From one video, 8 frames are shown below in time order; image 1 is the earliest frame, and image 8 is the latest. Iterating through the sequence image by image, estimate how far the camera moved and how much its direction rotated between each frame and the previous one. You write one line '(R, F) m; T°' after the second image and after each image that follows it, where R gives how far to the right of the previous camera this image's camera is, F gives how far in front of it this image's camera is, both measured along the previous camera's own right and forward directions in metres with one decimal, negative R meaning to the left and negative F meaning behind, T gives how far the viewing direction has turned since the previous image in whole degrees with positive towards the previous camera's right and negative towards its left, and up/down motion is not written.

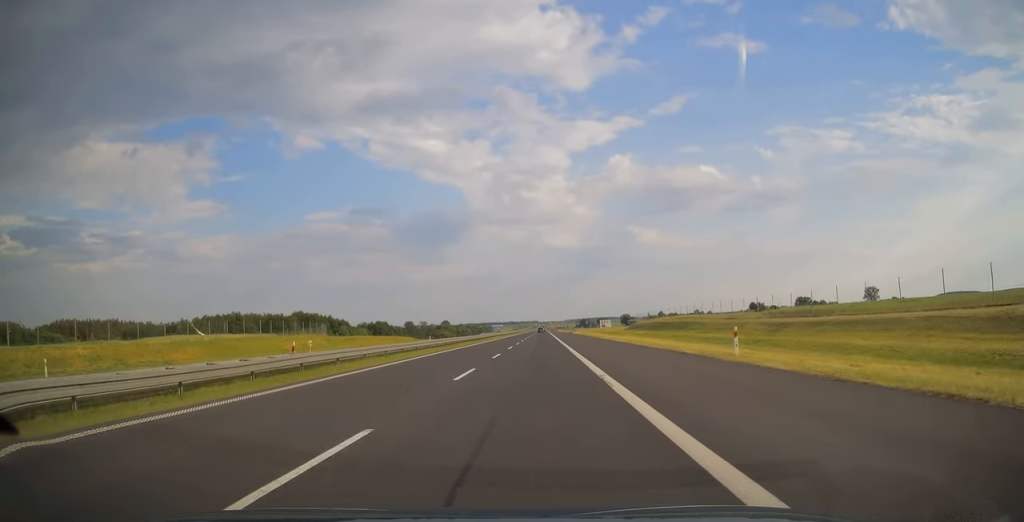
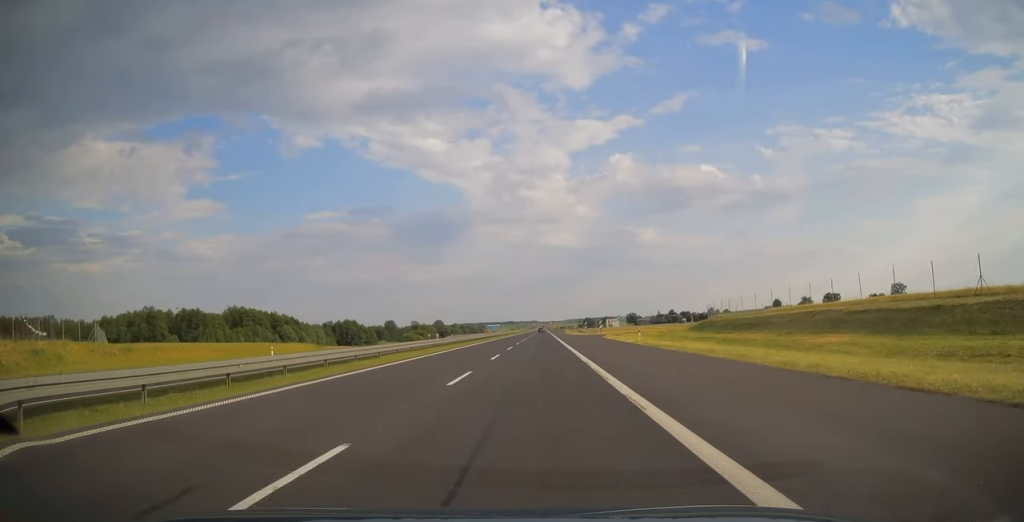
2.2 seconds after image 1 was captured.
(0.0, +73.6) m; 0°
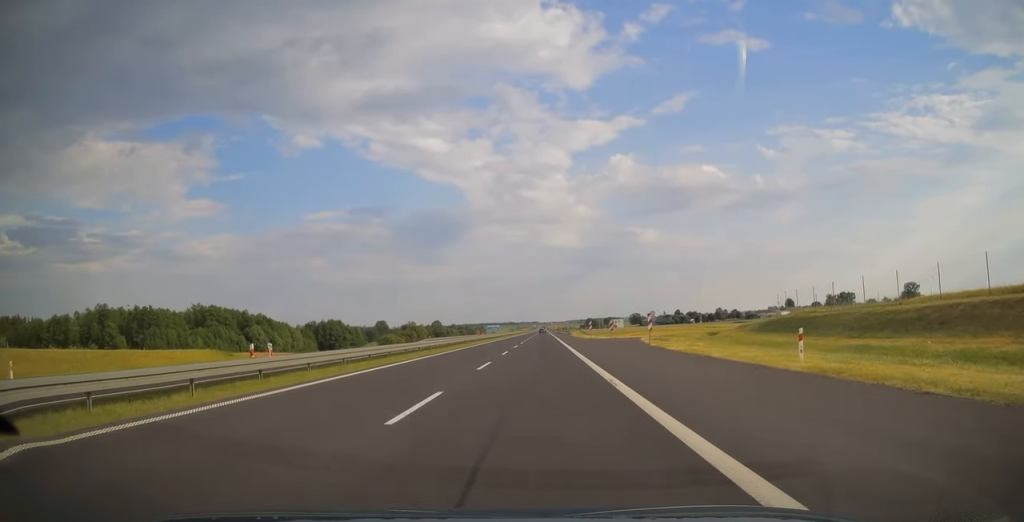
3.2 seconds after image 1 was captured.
(0.0, +30.0) m; 0°
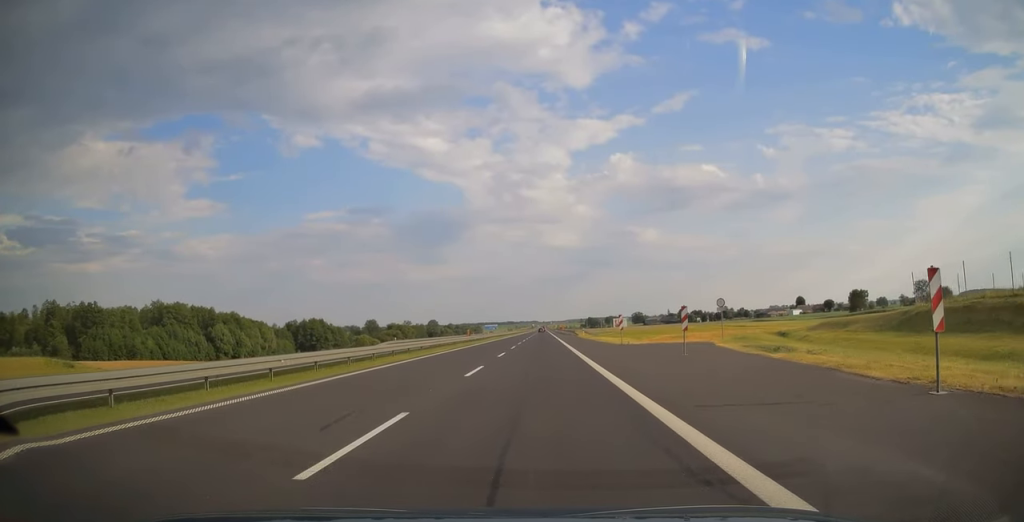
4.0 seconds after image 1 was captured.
(-0.1, +27.2) m; 0°
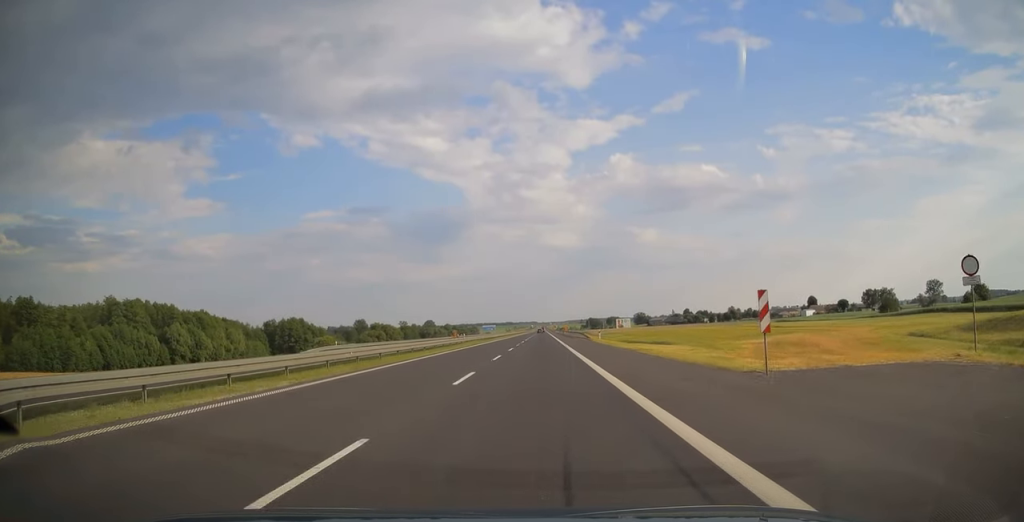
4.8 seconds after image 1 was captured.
(+0.1, +26.7) m; 0°
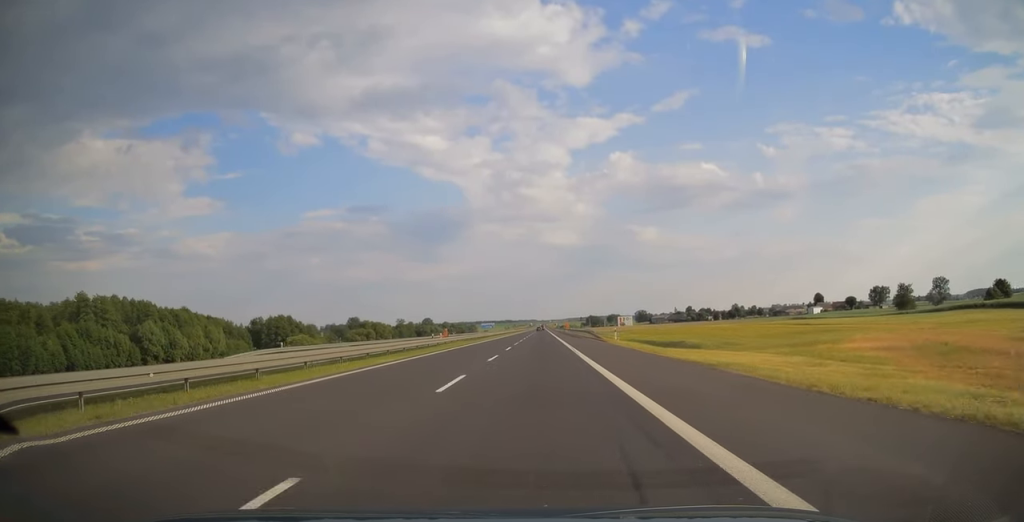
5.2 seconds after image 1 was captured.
(0.0, +14.2) m; 0°
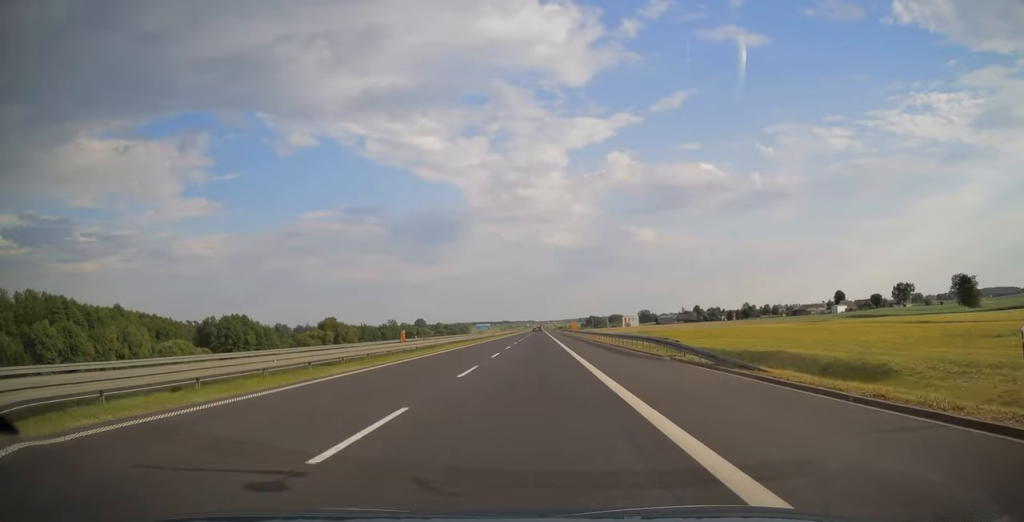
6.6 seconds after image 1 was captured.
(0.0, +43.0) m; 0°
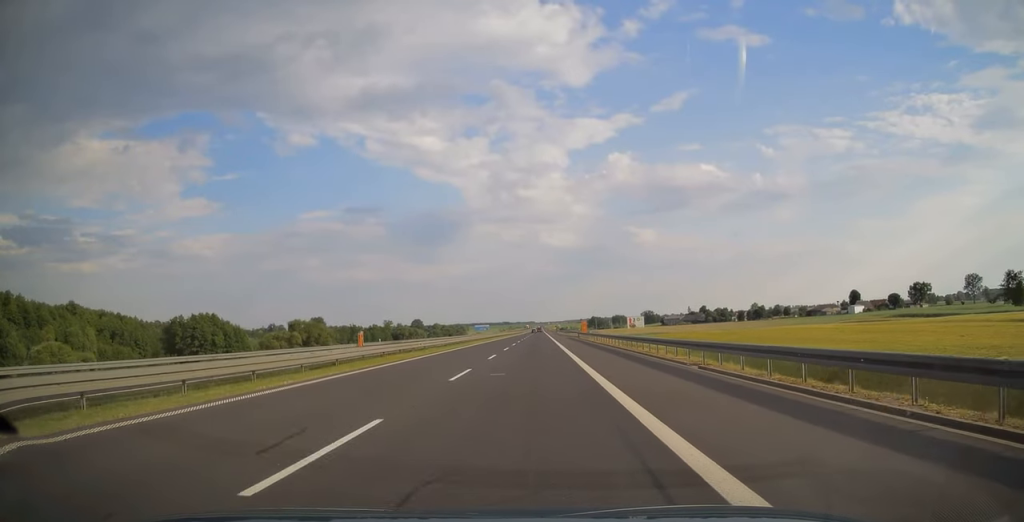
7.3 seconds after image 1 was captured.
(0.0, +24.6) m; 0°
